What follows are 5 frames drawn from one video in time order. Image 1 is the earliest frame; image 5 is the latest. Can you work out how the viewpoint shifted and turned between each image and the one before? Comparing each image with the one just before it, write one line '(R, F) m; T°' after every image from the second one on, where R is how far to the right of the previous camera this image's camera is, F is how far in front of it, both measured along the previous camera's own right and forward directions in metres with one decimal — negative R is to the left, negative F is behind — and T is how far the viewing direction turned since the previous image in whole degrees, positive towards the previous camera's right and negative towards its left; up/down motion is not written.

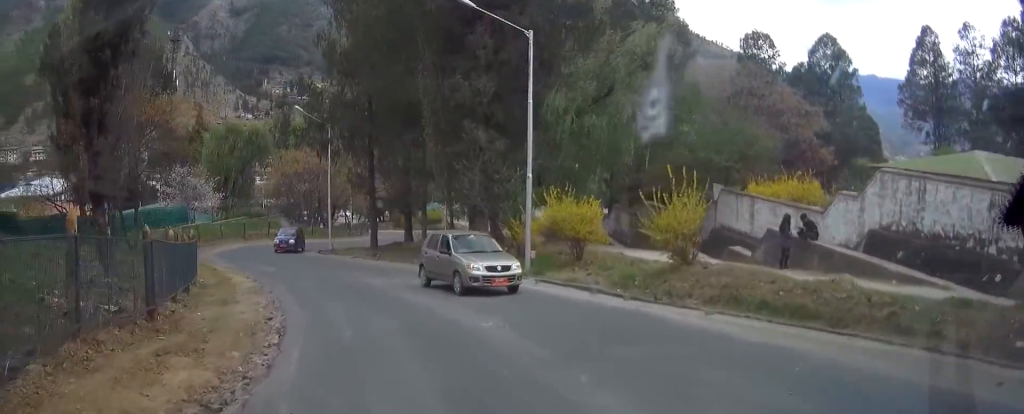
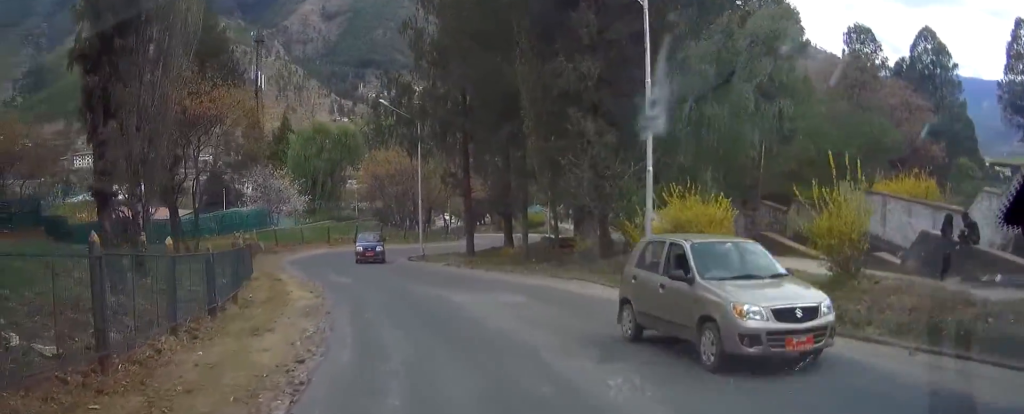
(-0.2, +3.8) m; -4°
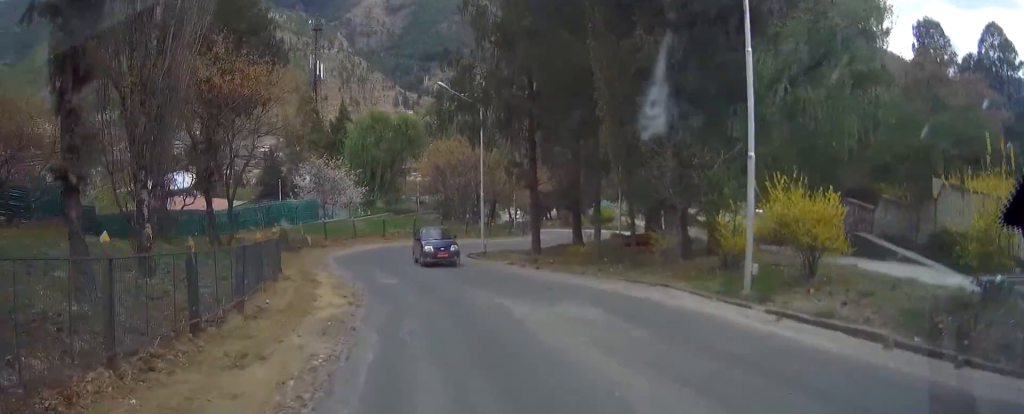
(-0.1, +3.1) m; -3°
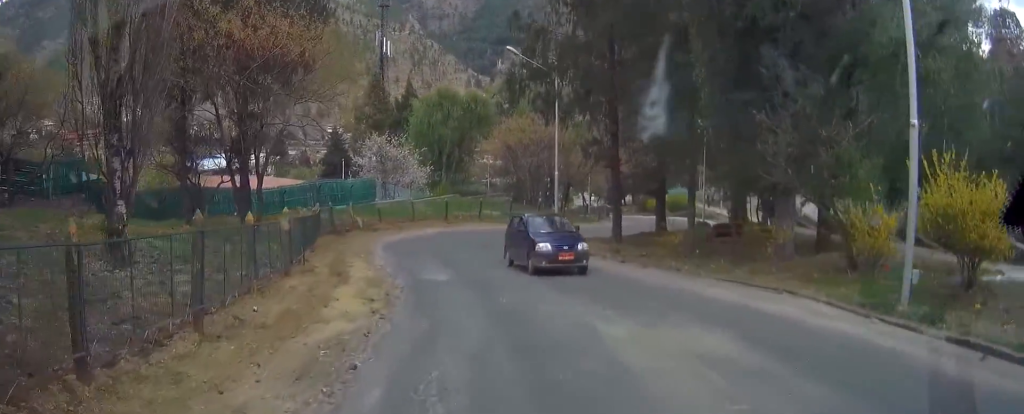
(0.0, +4.0) m; -4°
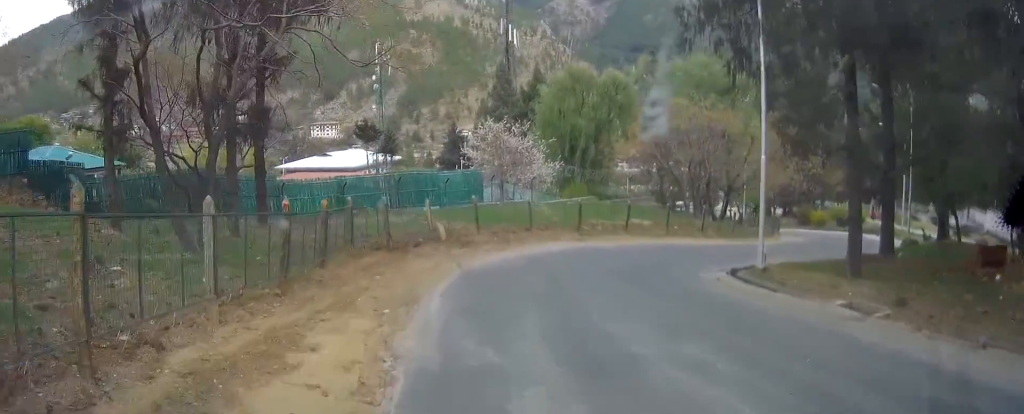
(-0.9, +11.4) m; -5°
